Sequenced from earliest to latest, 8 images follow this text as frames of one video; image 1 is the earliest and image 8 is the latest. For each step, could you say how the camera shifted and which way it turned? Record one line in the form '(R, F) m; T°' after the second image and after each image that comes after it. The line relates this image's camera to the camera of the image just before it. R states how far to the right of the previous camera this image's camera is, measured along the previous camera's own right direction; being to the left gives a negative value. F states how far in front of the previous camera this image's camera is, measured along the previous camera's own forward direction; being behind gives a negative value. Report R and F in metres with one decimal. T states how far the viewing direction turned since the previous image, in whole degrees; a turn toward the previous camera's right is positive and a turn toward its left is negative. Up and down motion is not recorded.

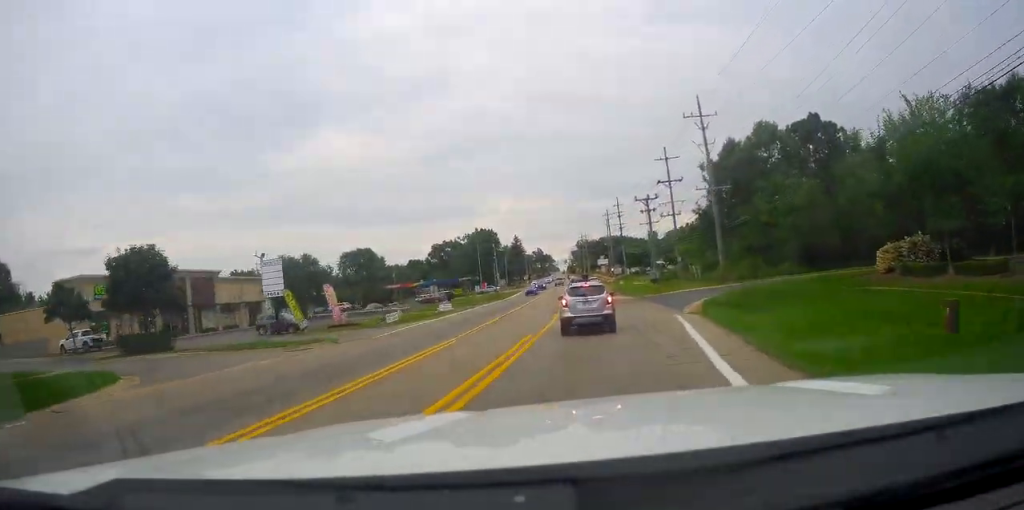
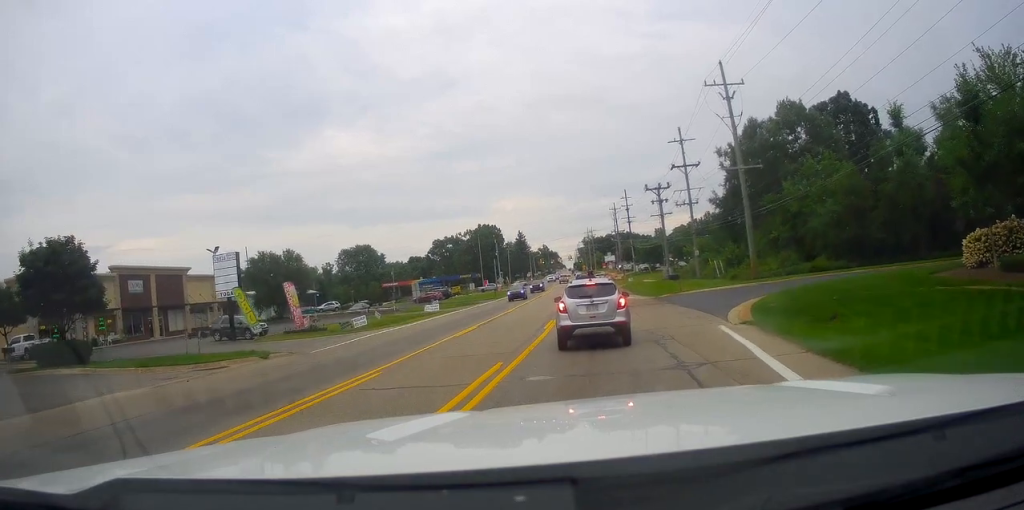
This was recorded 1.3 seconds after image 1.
(0.0, +8.7) m; 0°
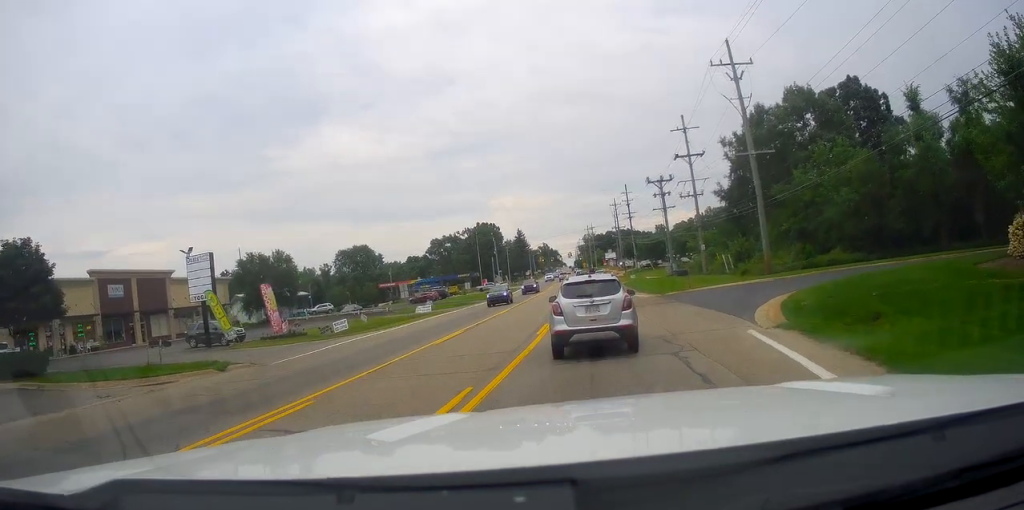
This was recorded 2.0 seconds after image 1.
(0.0, +3.5) m; 0°
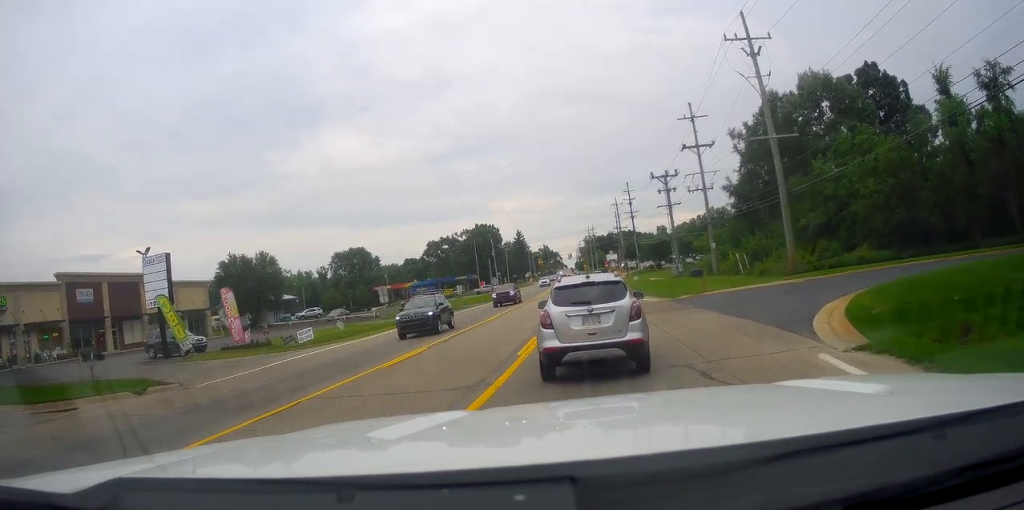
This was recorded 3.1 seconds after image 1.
(0.0, +4.4) m; 0°
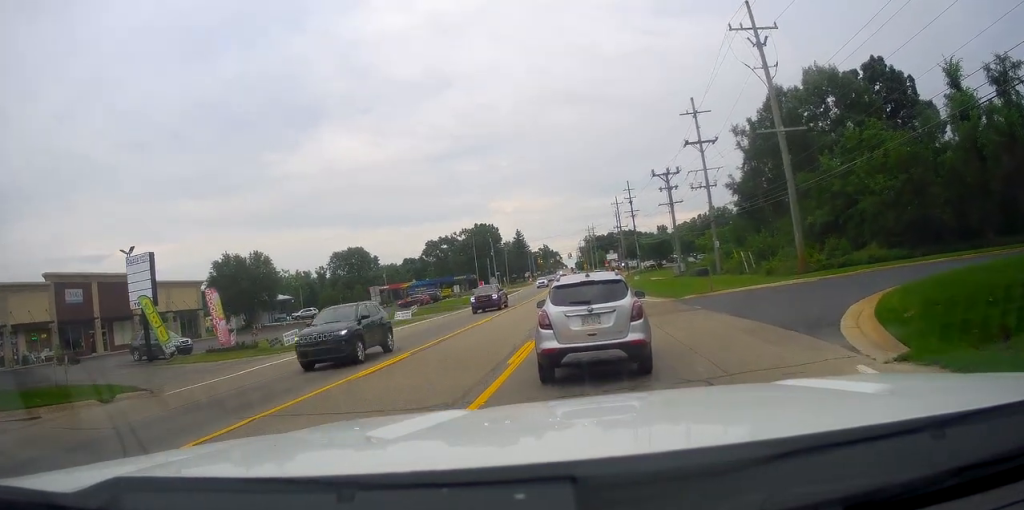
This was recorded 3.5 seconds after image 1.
(0.0, +1.4) m; 0°
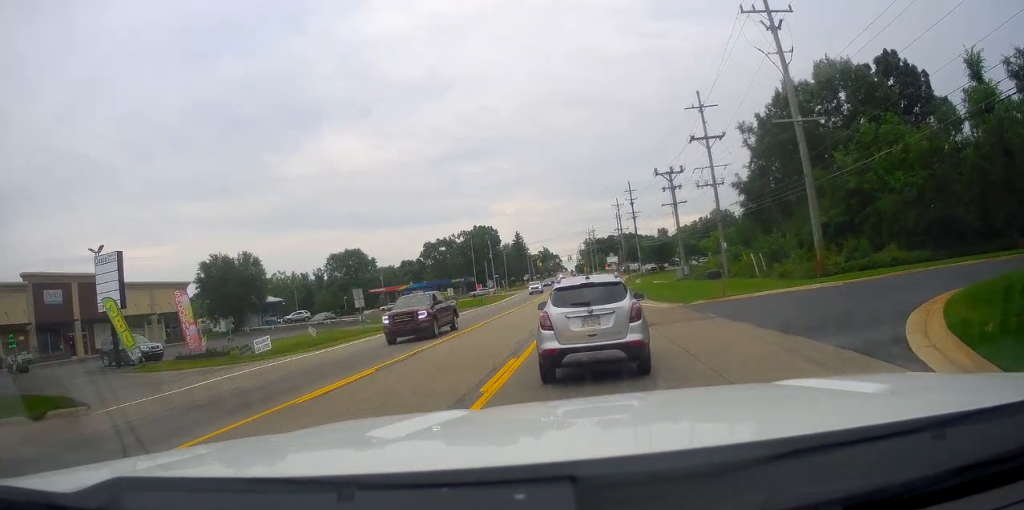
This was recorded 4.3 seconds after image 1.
(0.0, +2.6) m; 0°
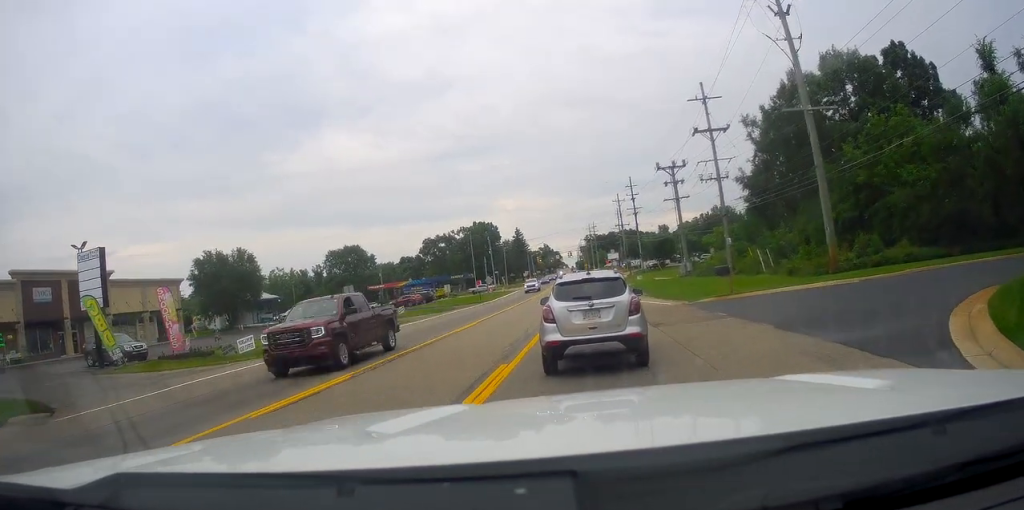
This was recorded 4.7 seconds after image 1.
(0.0, +1.3) m; 0°
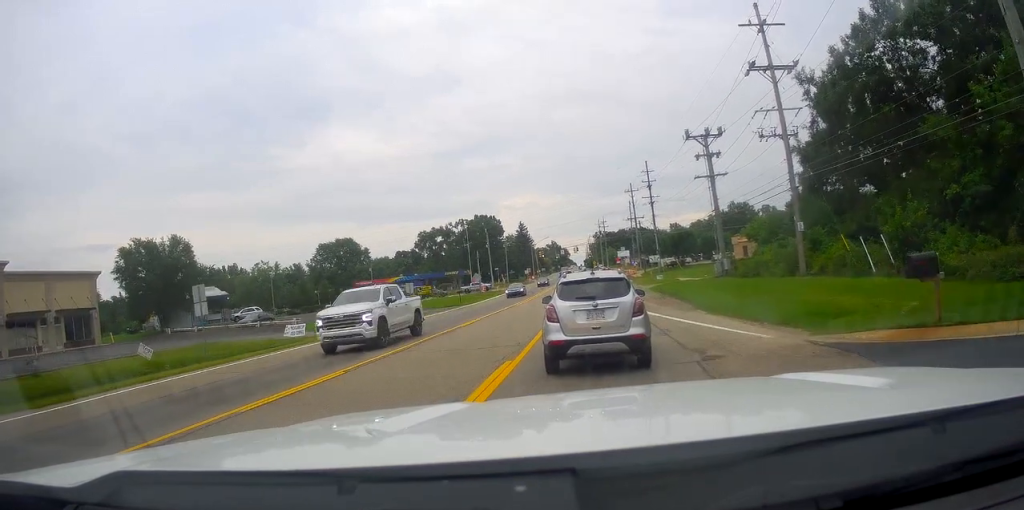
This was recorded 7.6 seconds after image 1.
(0.0, +12.0) m; 0°
